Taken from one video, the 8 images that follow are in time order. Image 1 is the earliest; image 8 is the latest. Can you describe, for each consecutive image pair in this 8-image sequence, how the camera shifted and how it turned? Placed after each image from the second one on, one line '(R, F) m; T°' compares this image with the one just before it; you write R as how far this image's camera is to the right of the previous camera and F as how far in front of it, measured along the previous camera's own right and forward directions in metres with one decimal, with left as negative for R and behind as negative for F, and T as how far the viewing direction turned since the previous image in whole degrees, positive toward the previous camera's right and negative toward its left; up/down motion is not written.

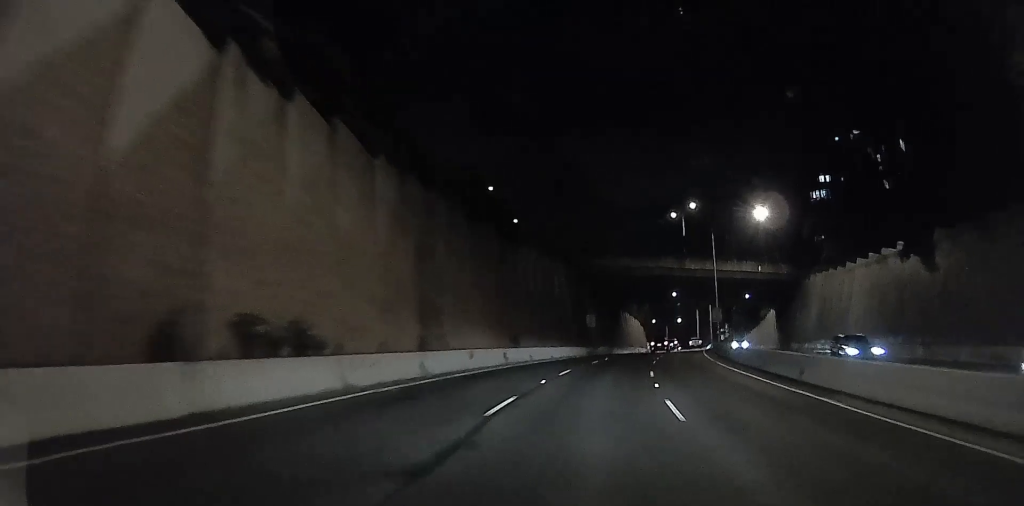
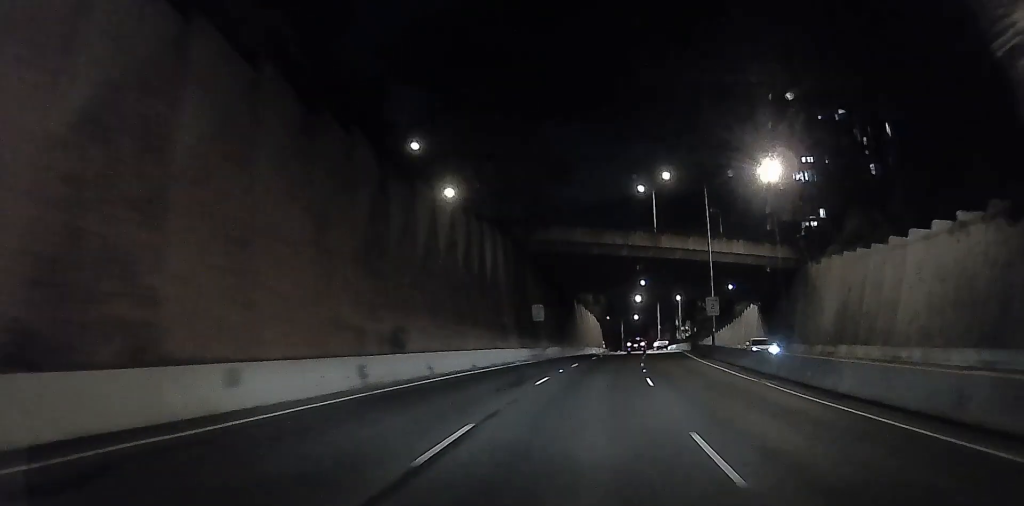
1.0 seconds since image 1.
(0.0, +15.4) m; +4°
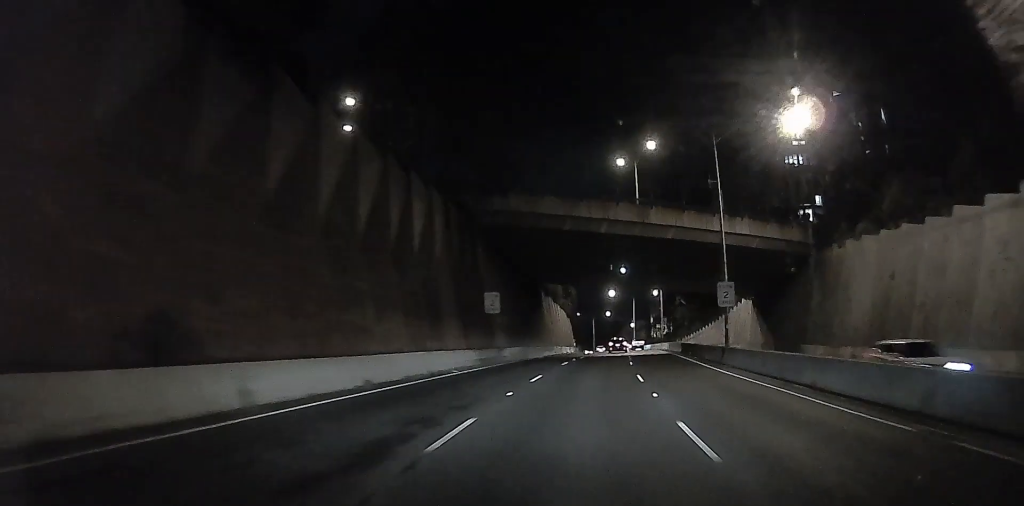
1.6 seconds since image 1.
(+0.6, +10.9) m; 0°
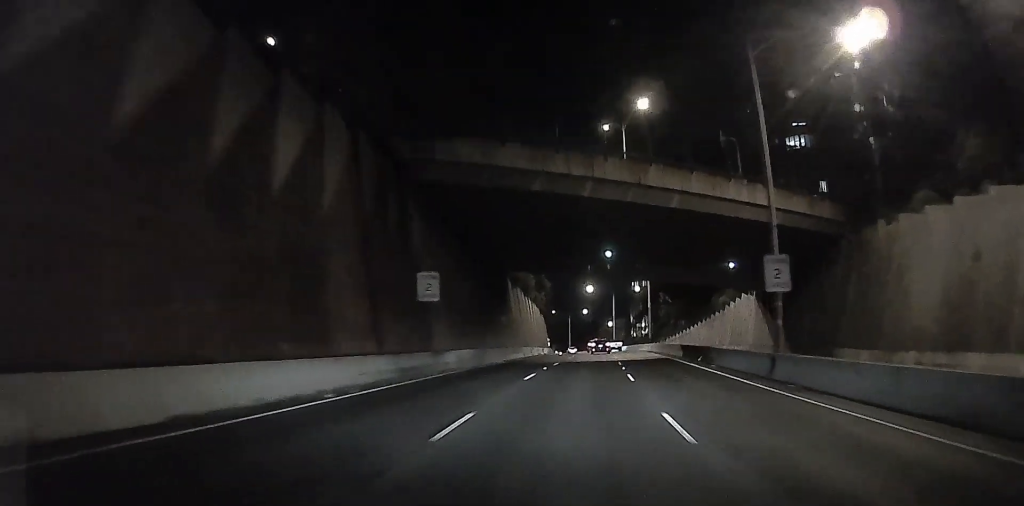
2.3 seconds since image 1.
(+0.3, +11.0) m; 0°
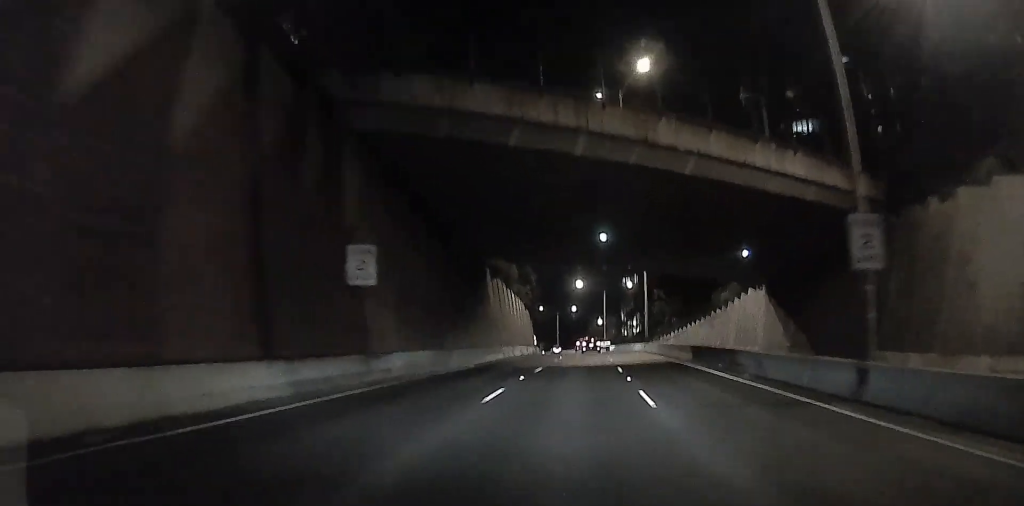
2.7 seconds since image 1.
(-0.5, +7.2) m; 0°
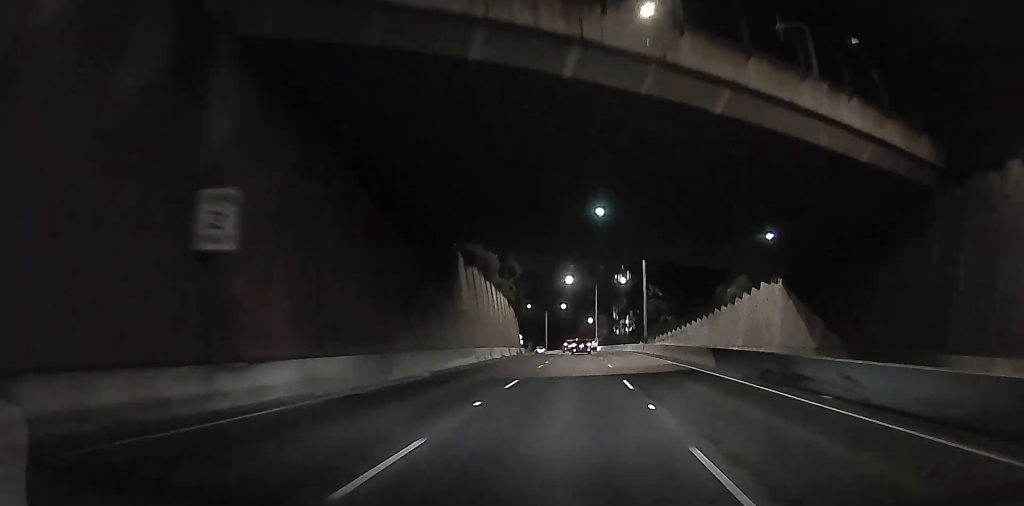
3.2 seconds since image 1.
(-0.3, +7.8) m; 0°
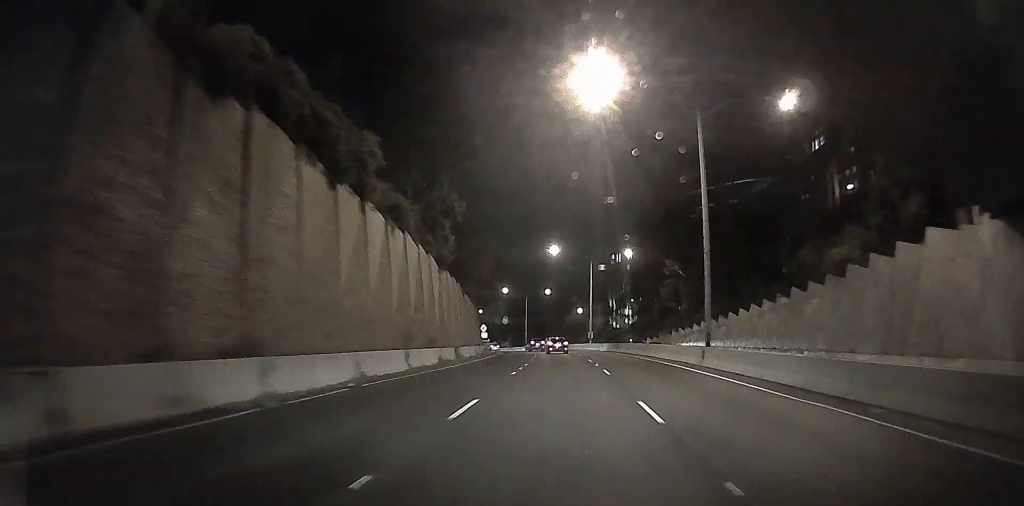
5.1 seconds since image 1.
(-0.1, +30.6) m; -6°
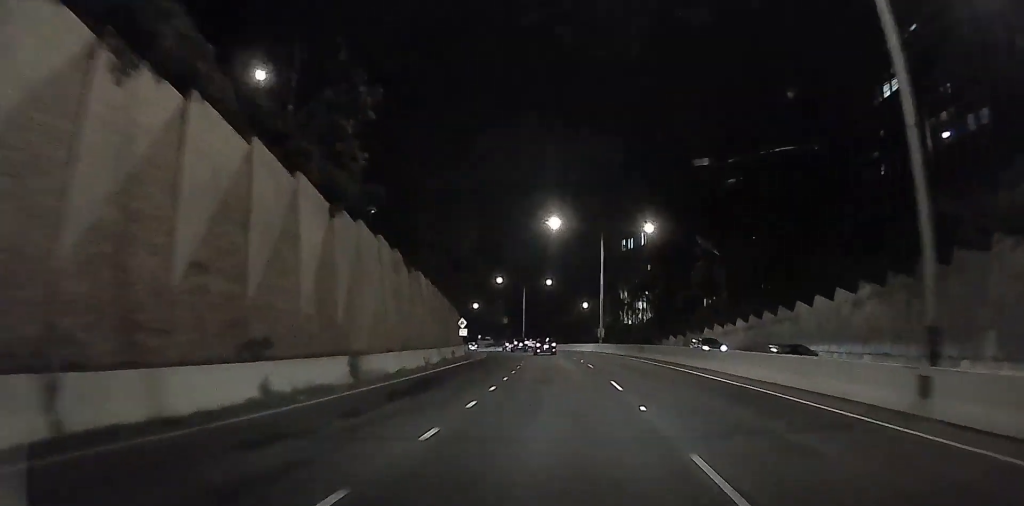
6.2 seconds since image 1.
(-0.7, +17.3) m; 0°
